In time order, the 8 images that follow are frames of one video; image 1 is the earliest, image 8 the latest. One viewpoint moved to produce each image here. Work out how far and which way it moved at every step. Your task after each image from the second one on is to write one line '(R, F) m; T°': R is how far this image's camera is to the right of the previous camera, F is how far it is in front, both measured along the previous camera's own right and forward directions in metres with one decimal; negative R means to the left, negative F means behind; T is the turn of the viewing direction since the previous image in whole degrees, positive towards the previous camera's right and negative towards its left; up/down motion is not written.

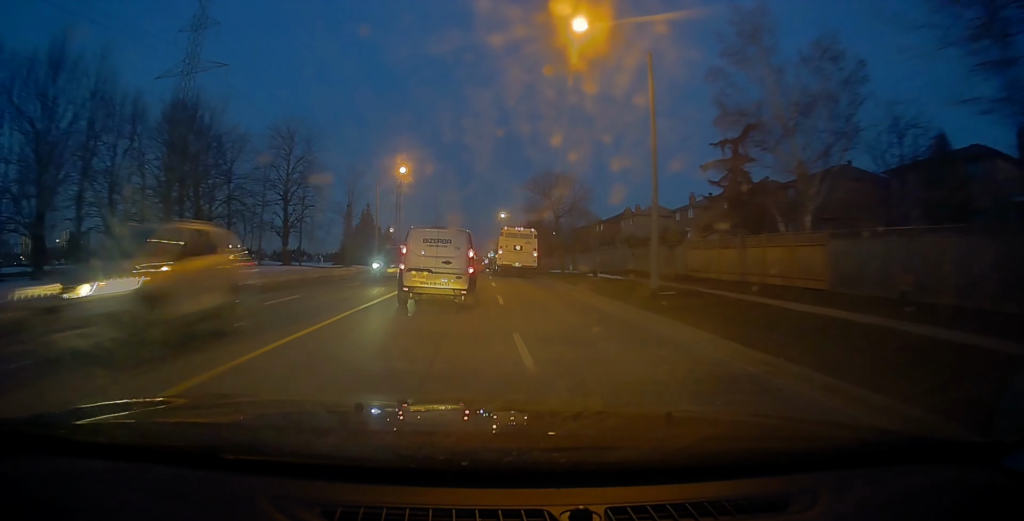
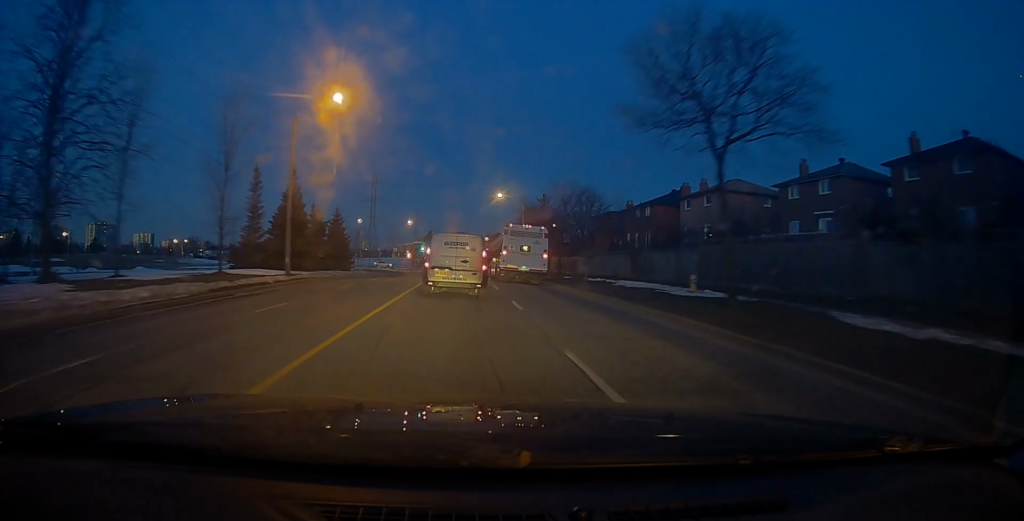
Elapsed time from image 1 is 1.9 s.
(+1.4, +27.7) m; +4°
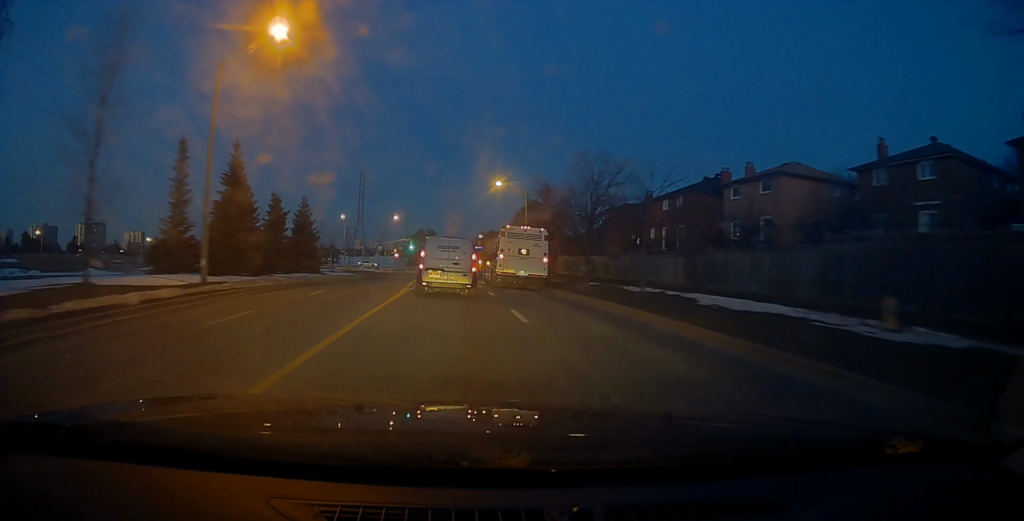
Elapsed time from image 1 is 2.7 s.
(-0.4, +11.3) m; 0°
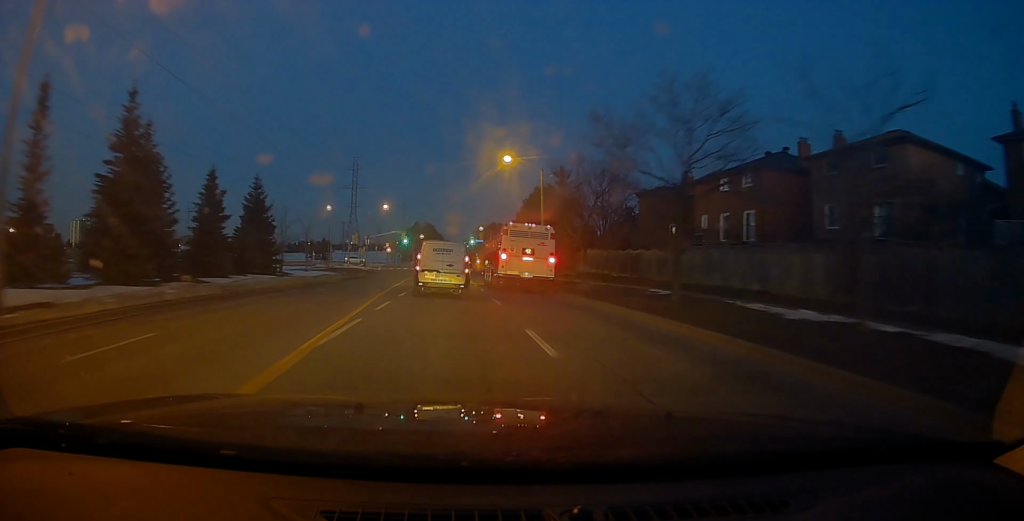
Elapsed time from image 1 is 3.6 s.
(+0.4, +12.8) m; +3°
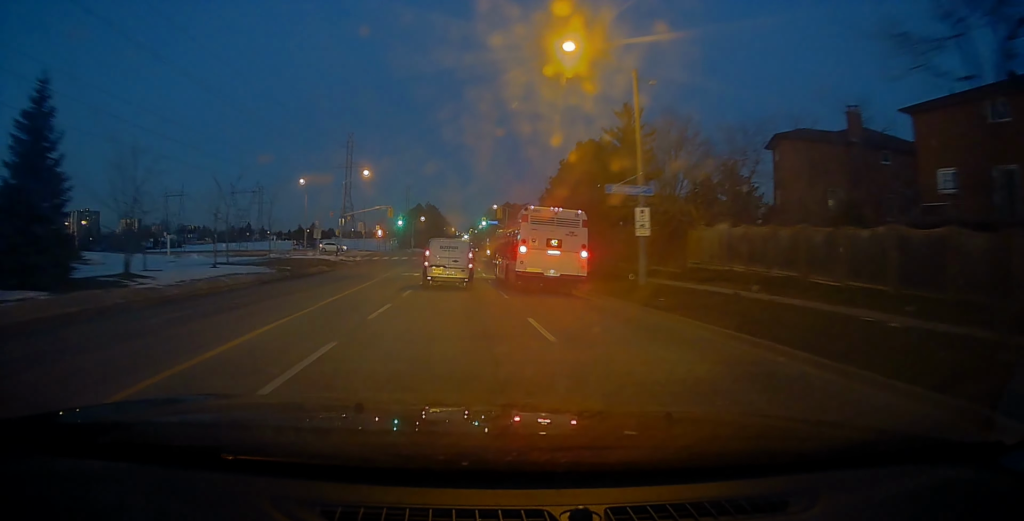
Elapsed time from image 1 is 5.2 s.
(+0.1, +25.1) m; -1°
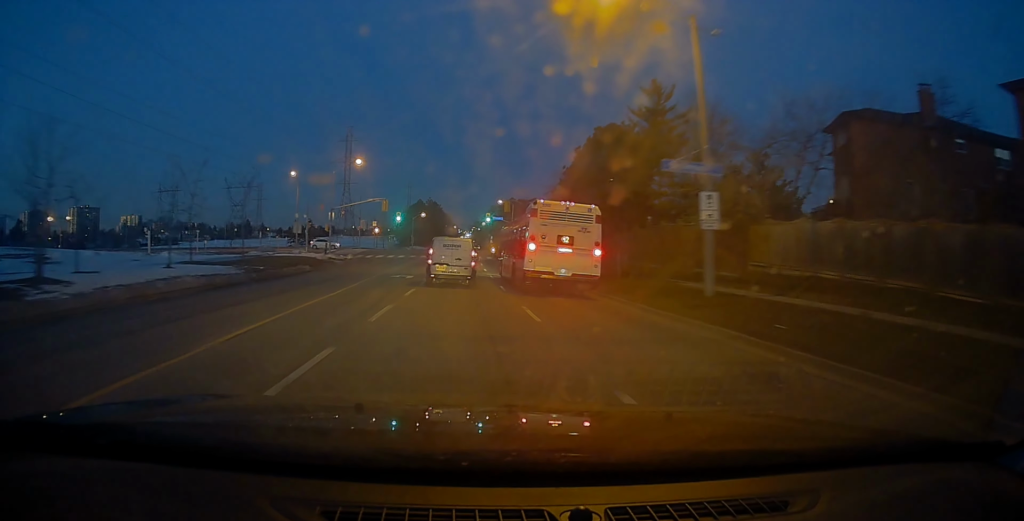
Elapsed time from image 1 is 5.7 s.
(0.0, +6.6) m; -1°
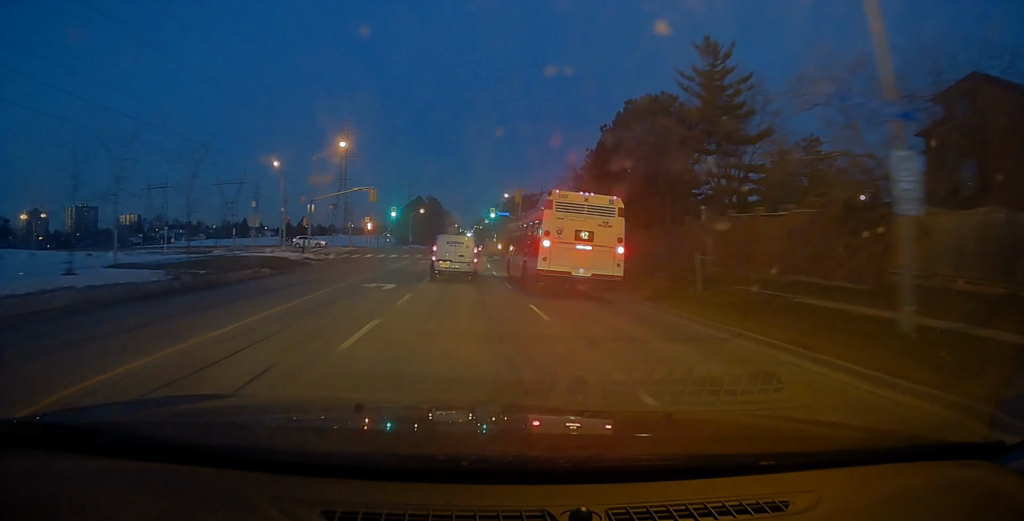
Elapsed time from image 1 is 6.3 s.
(-0.2, +9.1) m; 0°
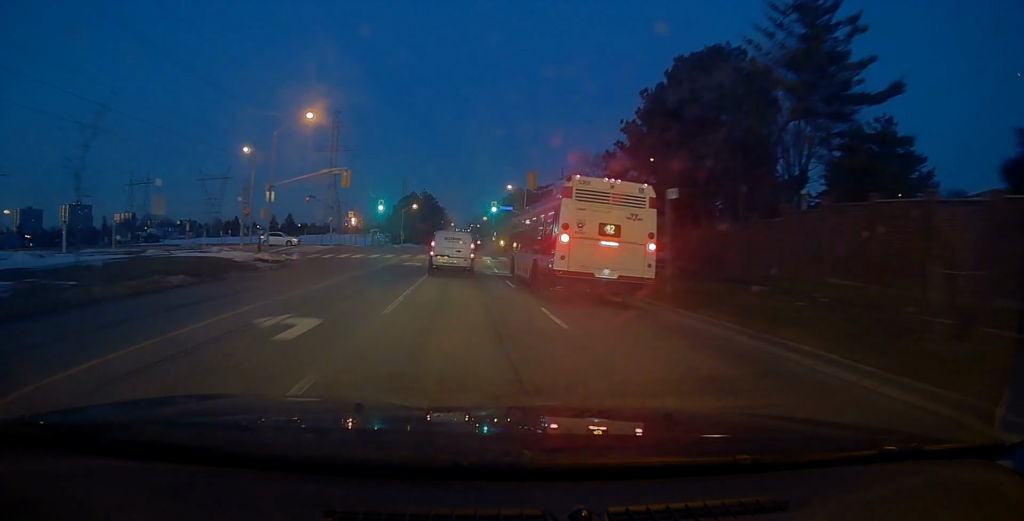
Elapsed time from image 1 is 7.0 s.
(0.0, +10.6) m; 0°
